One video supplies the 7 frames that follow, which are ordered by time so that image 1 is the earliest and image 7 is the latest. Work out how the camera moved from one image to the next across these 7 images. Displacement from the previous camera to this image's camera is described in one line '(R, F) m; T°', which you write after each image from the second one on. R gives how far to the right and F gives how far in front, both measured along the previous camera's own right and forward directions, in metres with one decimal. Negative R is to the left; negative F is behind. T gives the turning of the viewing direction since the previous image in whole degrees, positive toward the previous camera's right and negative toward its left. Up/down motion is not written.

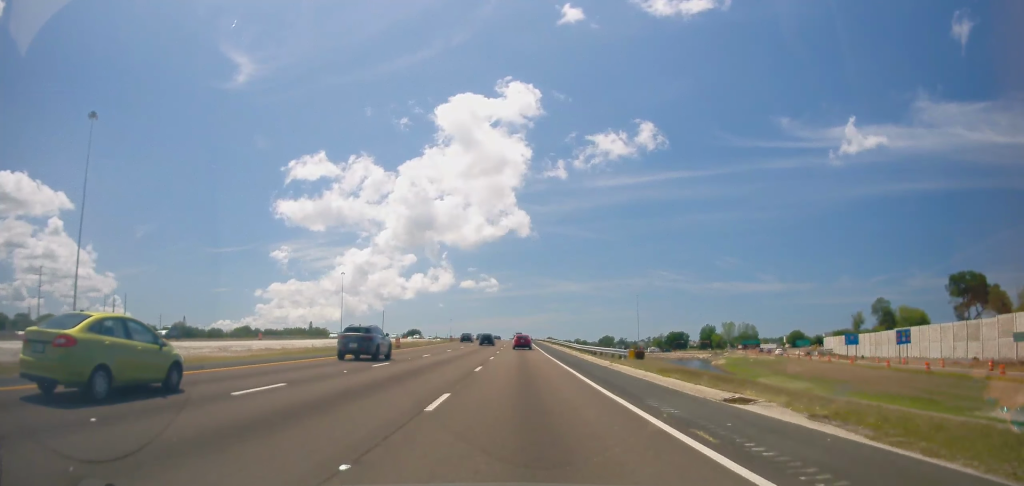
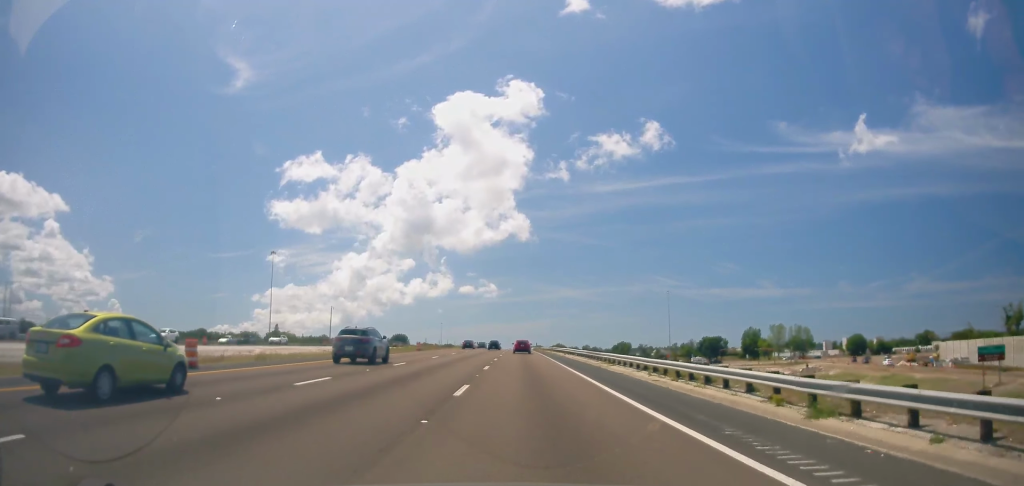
(-0.7, +81.6) m; -1°
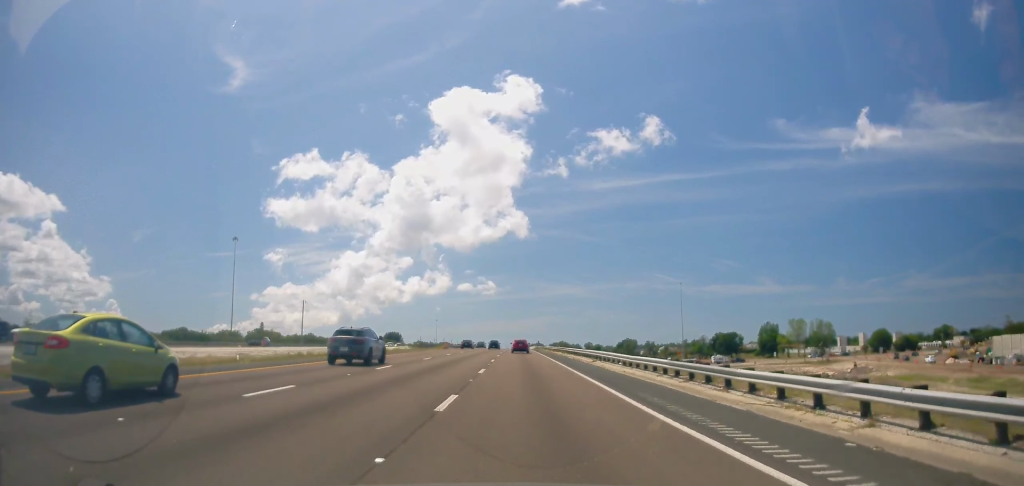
(0.0, +27.1) m; +1°
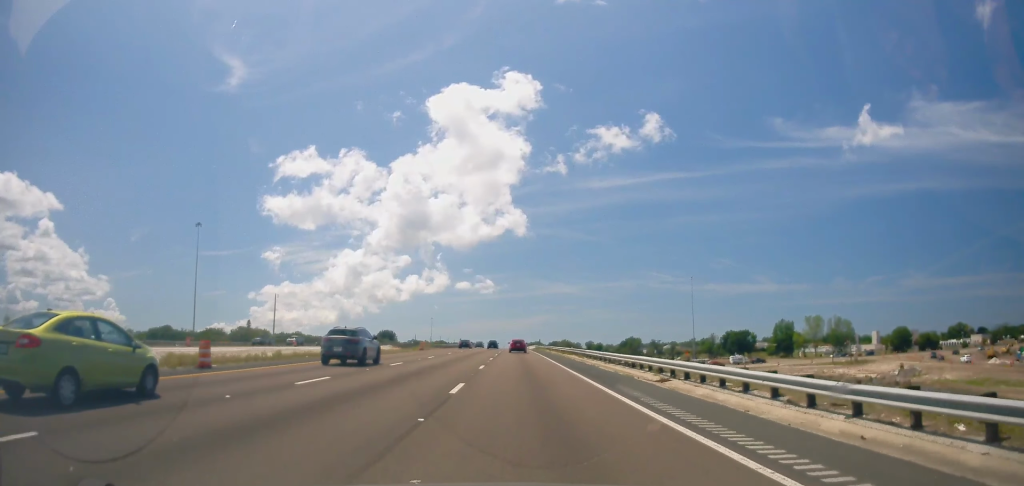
(+0.3, +20.9) m; +1°
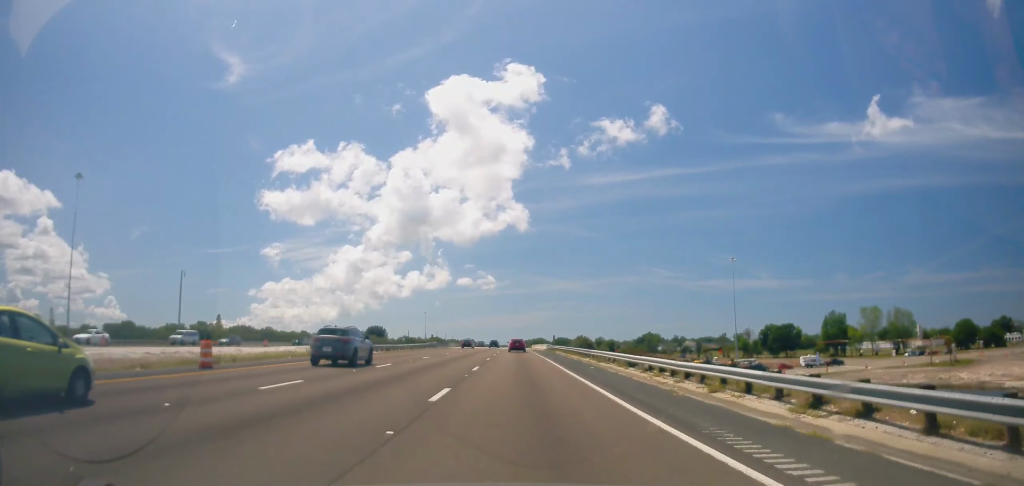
(+0.4, +50.5) m; 0°
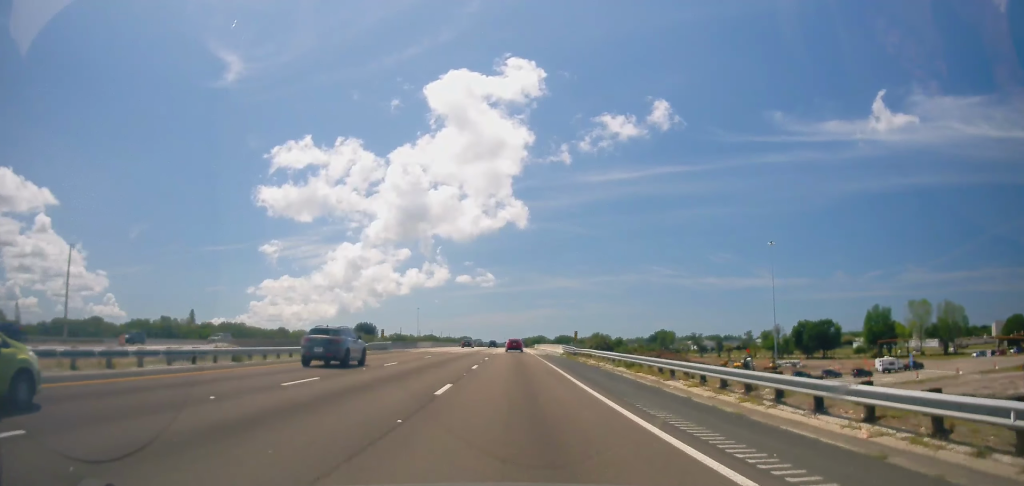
(-0.2, +34.9) m; -1°
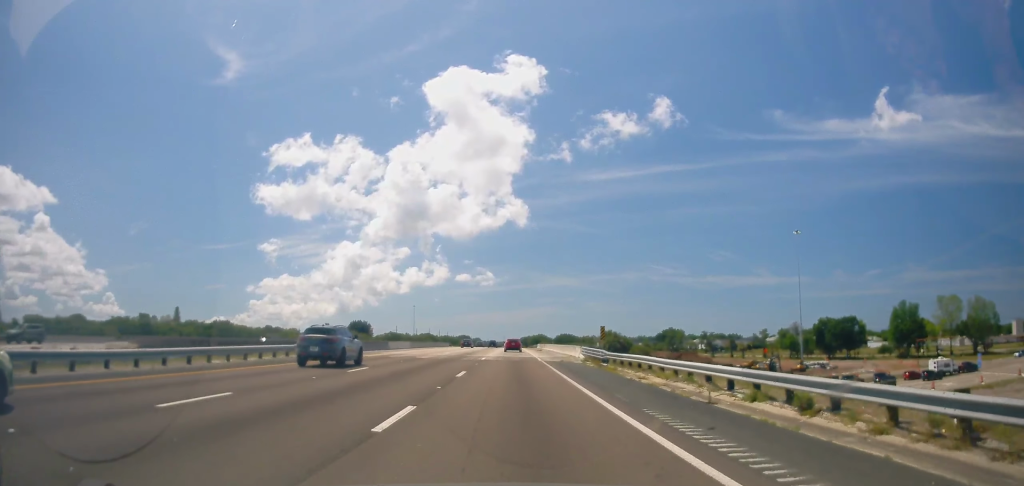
(-0.3, +18.0) m; 0°
